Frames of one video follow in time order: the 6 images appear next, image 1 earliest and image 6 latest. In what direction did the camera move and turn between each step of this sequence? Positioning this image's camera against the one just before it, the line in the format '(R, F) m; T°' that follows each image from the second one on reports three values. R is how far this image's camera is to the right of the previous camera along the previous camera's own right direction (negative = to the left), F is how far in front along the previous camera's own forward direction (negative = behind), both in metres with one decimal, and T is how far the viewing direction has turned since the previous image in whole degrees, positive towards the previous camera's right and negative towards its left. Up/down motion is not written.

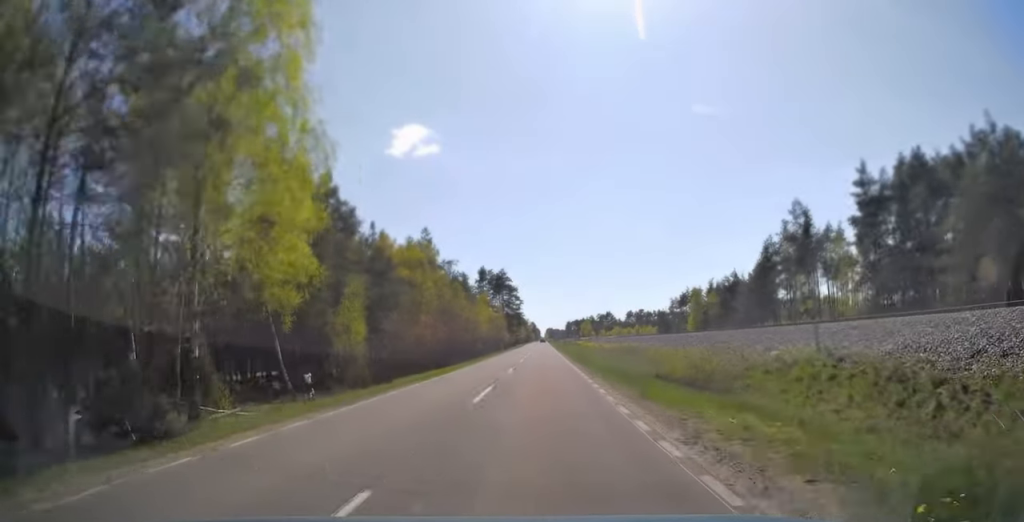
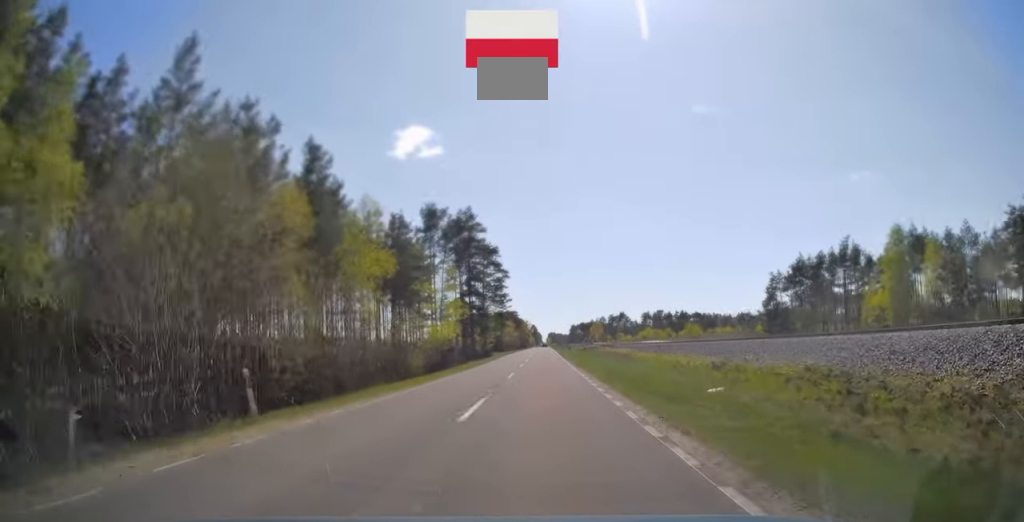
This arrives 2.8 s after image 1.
(-0.4, +74.9) m; 0°
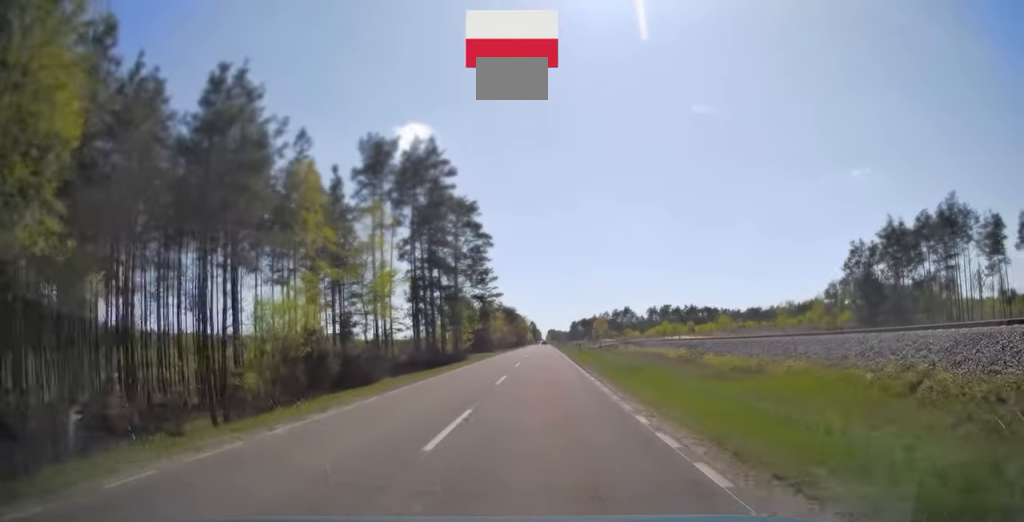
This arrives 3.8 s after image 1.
(-0.1, +27.2) m; 0°
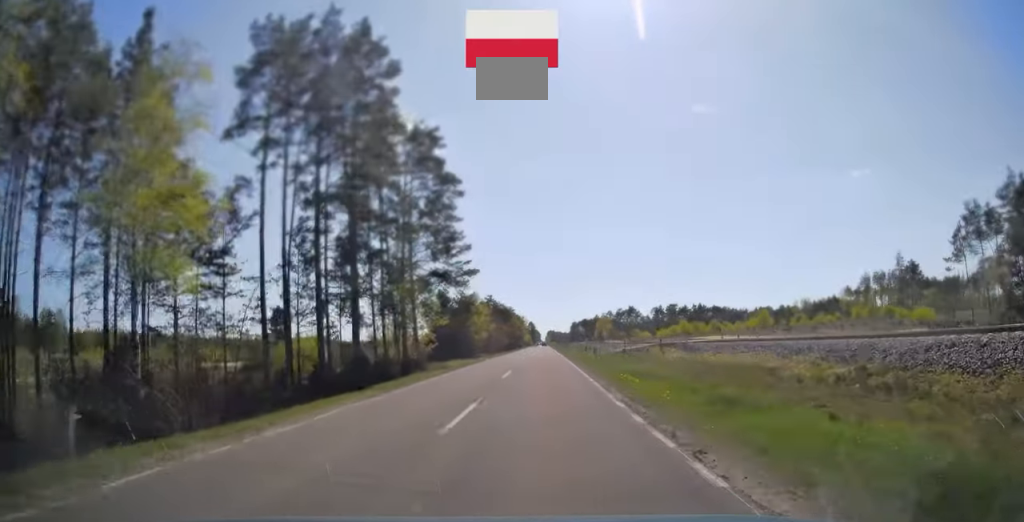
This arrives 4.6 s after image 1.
(+0.2, +22.2) m; 0°
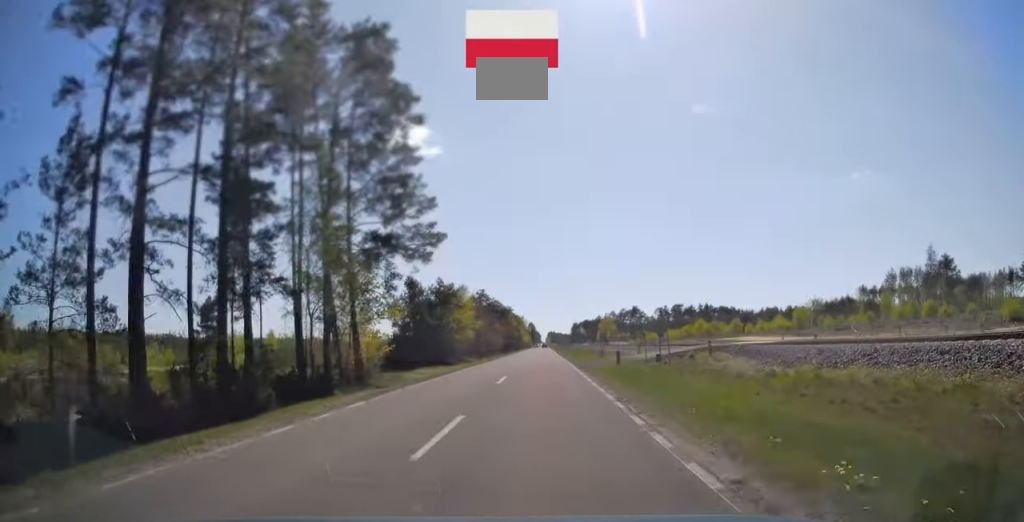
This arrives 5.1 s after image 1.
(0.0, +14.0) m; 0°
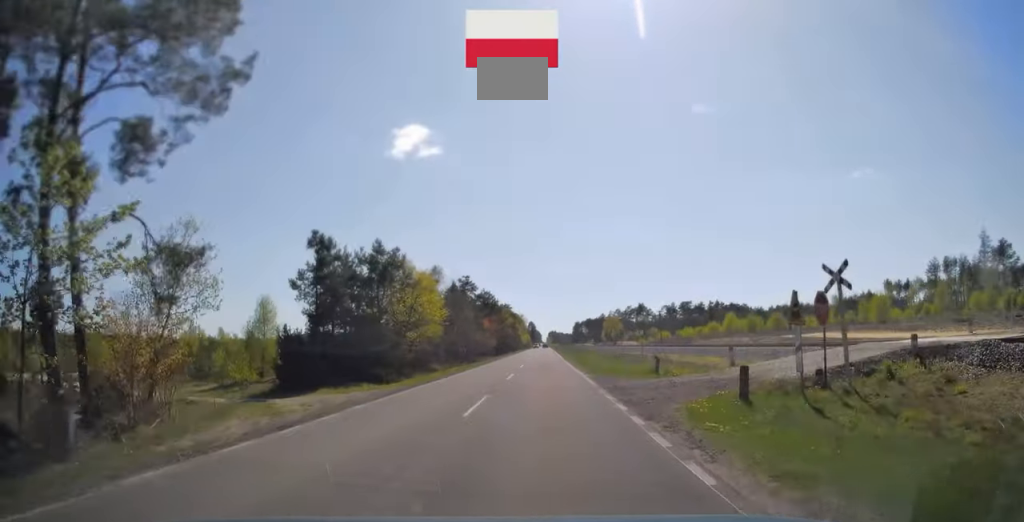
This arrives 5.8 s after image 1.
(-0.1, +20.0) m; 0°
